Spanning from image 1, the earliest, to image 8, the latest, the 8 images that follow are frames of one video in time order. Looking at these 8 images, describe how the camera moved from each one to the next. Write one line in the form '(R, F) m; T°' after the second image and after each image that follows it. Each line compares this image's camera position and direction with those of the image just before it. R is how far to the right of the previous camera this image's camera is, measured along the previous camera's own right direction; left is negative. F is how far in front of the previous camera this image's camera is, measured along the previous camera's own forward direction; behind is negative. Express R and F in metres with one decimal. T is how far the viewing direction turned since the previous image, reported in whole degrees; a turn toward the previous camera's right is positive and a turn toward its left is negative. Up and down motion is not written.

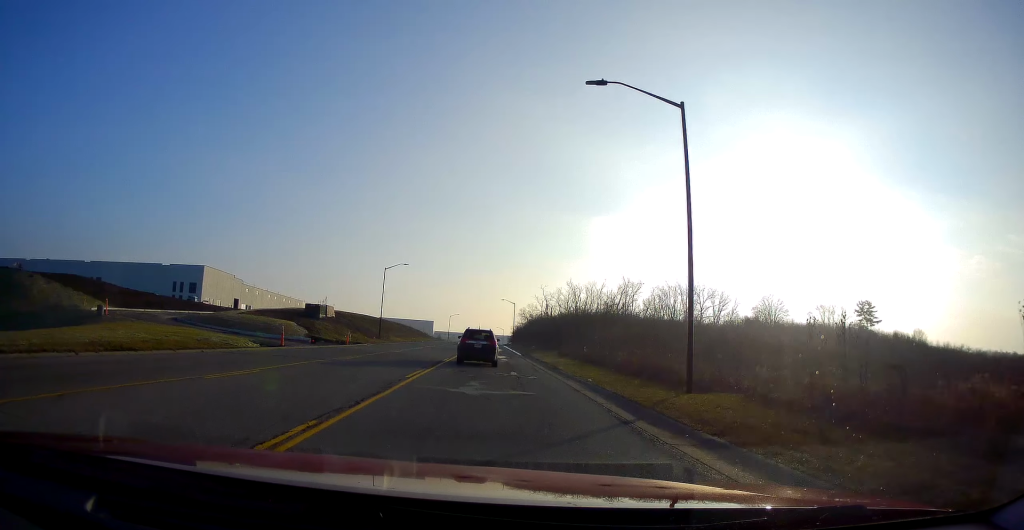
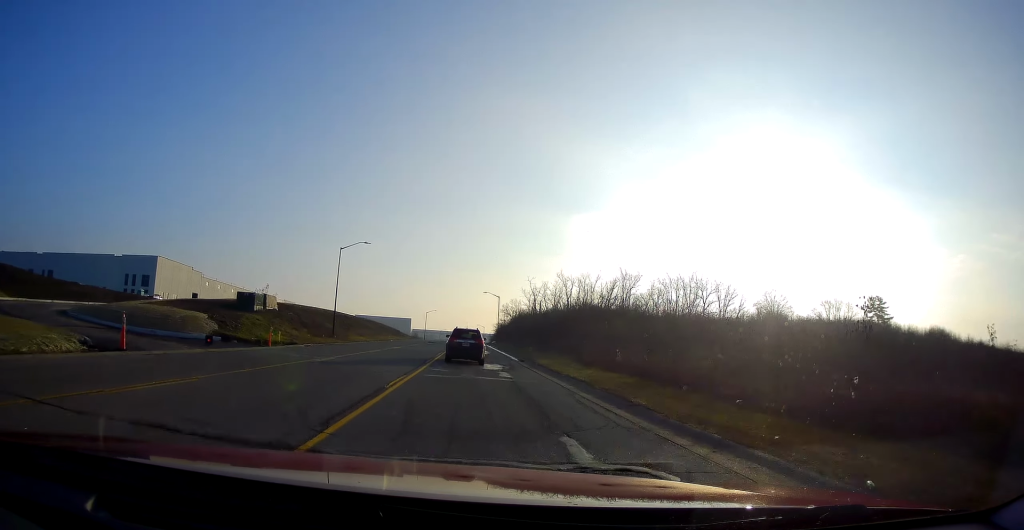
(+0.2, +15.4) m; +3°
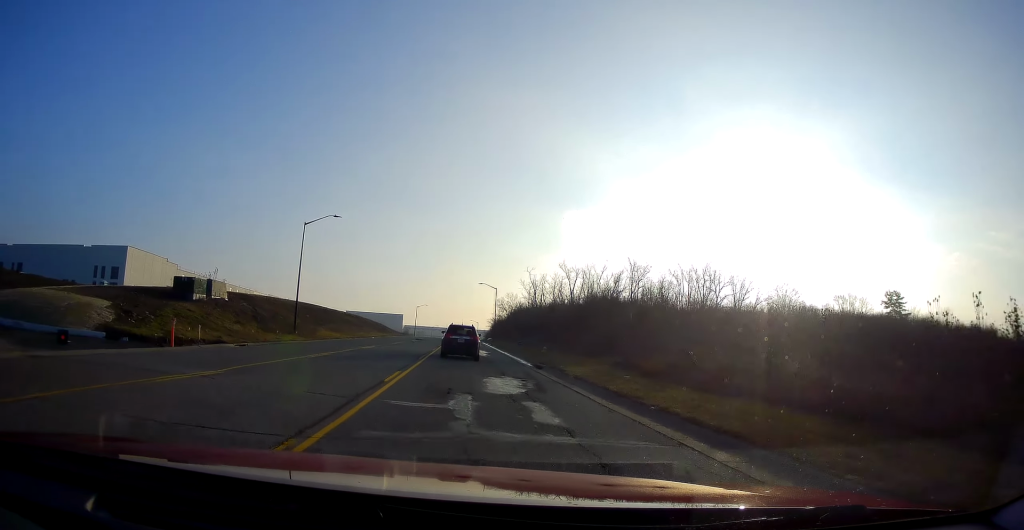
(+0.3, +11.3) m; +2°
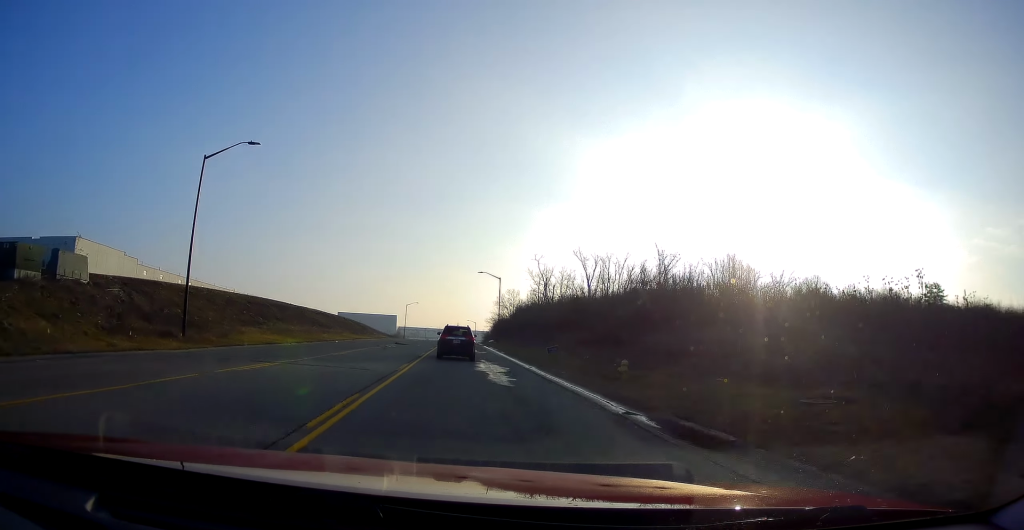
(0.0, +18.9) m; -1°
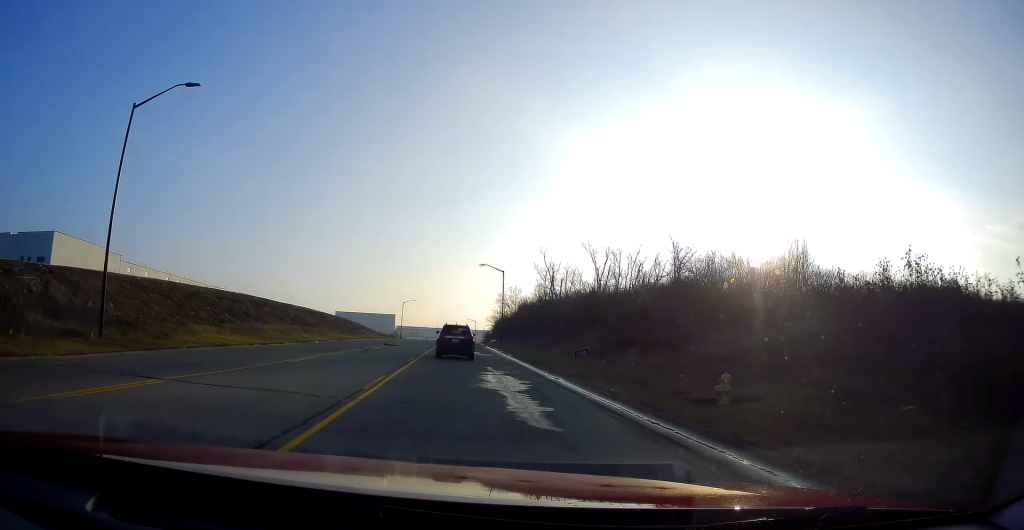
(+0.1, +7.4) m; -1°
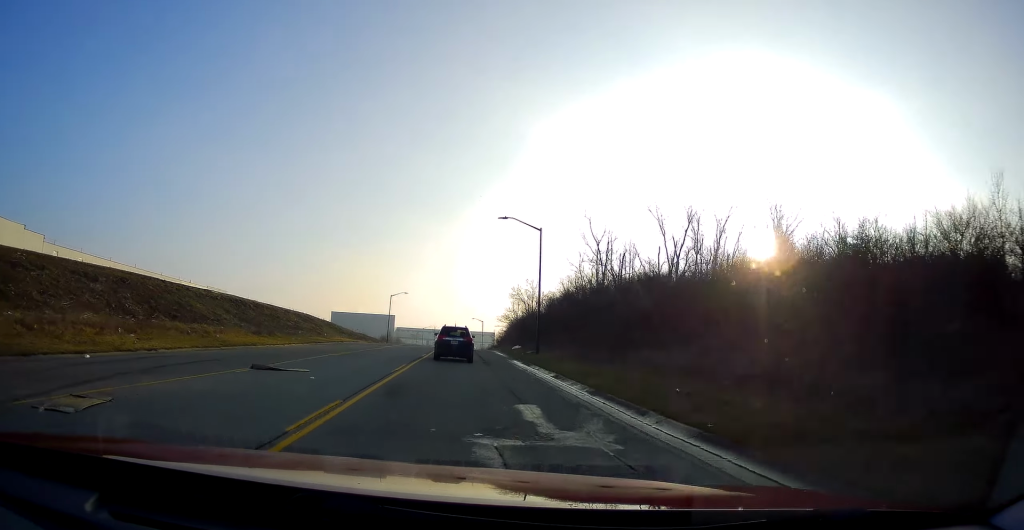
(+0.1, +29.9) m; +2°
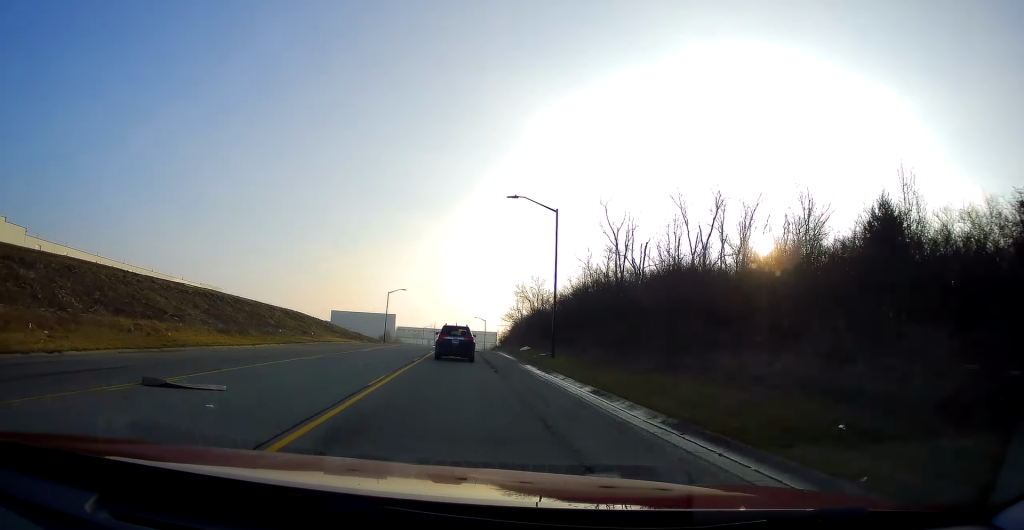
(0.0, +6.0) m; -1°
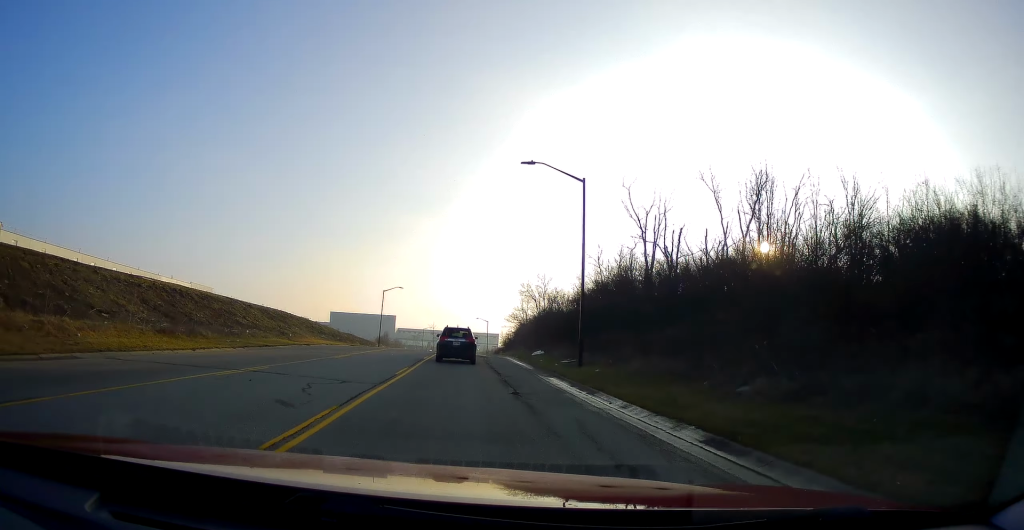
(+0.1, +7.4) m; -1°
